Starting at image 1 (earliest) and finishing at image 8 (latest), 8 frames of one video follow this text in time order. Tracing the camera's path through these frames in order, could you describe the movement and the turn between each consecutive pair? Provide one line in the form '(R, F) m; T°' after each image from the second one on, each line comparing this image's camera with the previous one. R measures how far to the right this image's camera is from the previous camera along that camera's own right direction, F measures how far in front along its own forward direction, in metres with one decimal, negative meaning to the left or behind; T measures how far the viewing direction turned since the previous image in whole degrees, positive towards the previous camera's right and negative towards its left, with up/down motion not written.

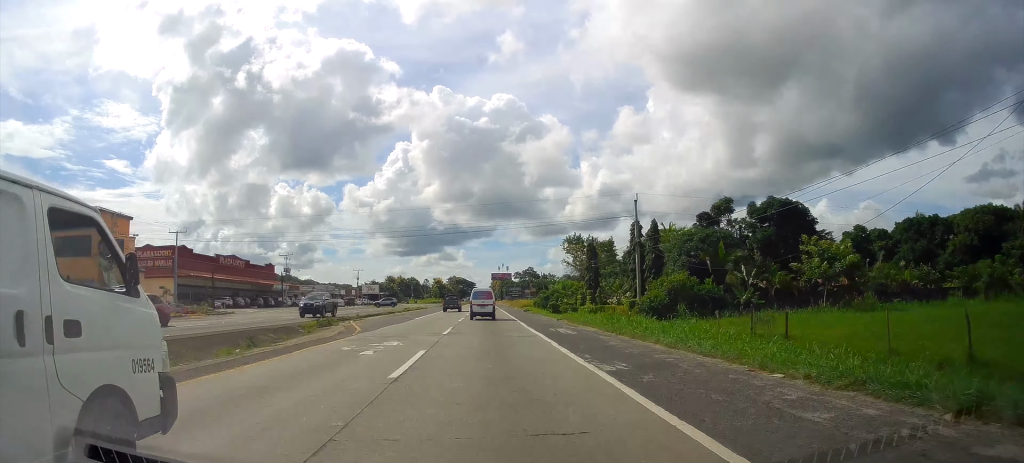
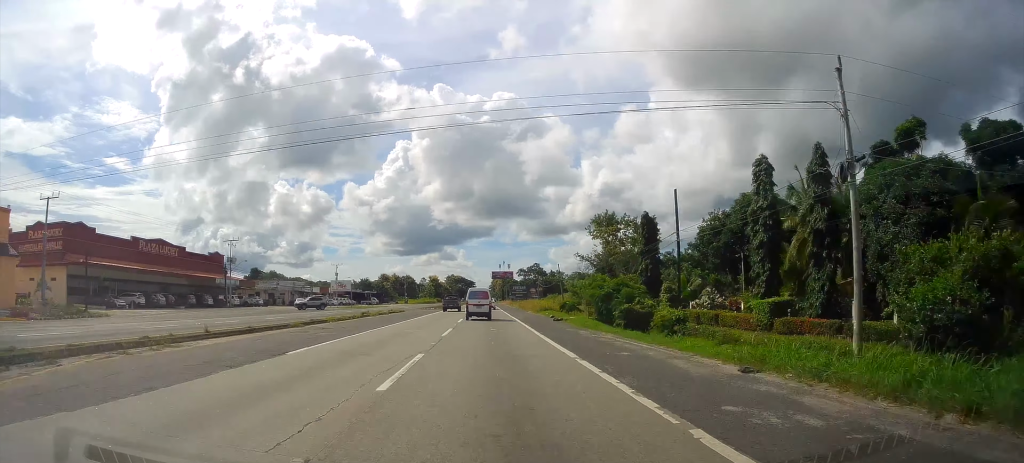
(+0.1, +25.7) m; 0°
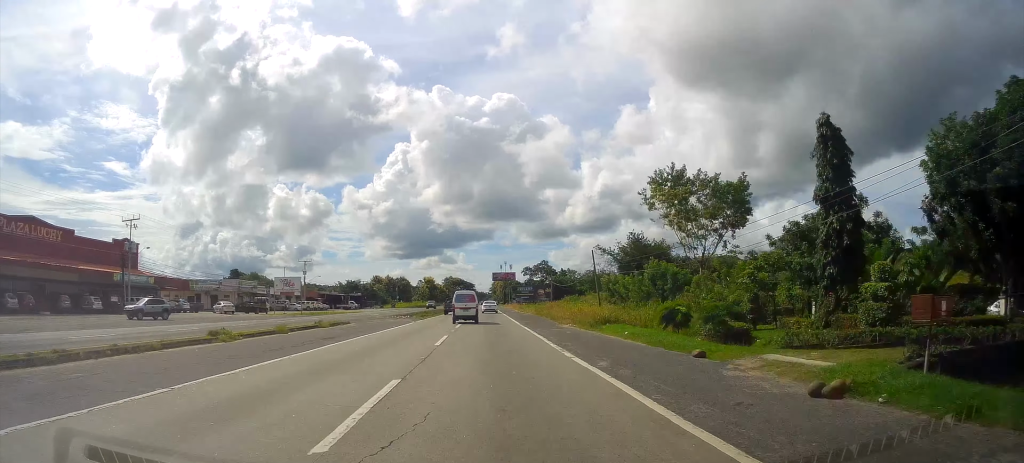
(0.0, +27.6) m; 0°
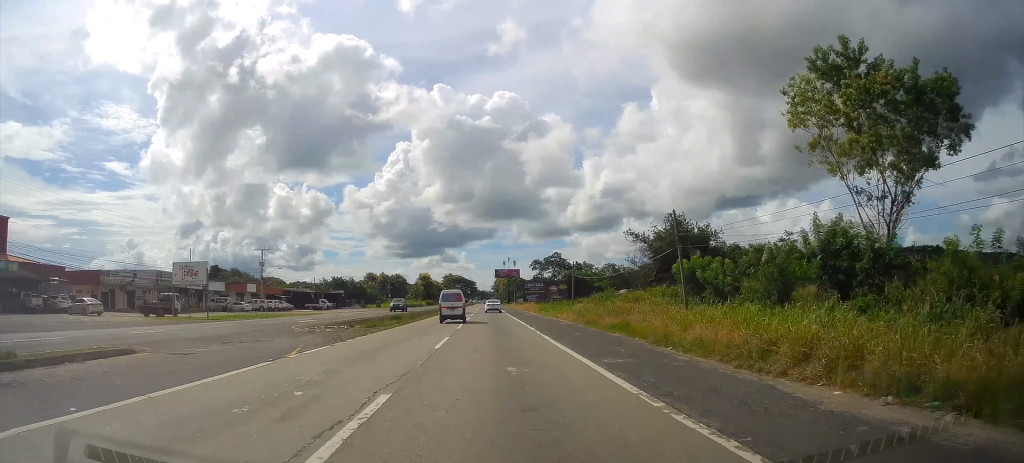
(0.0, +26.1) m; 0°
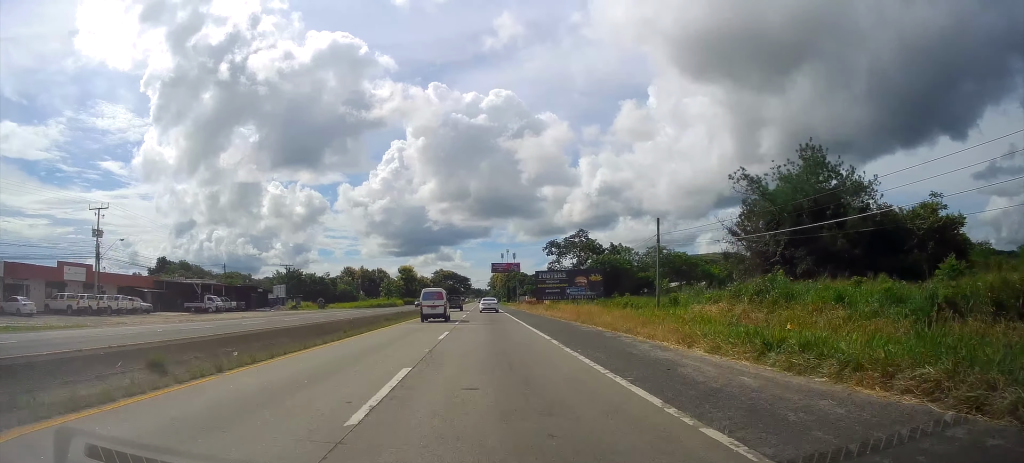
(+0.3, +45.8) m; 0°
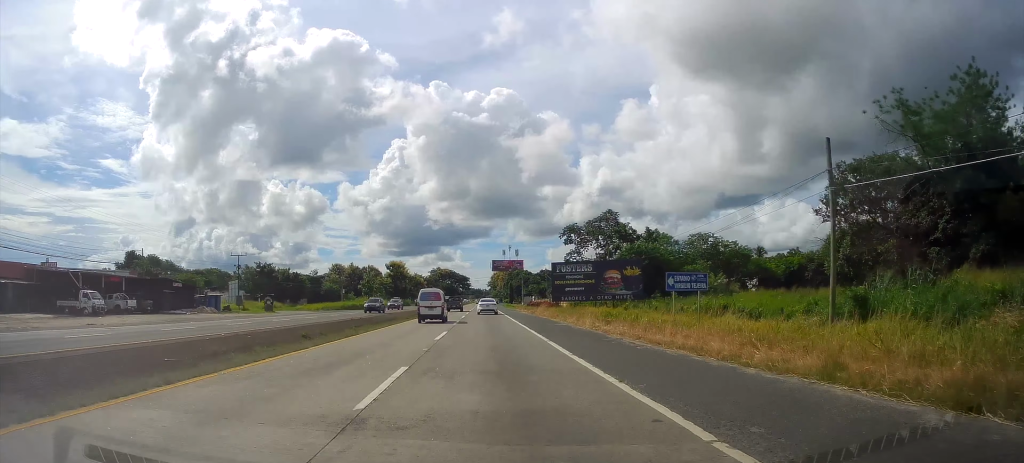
(+0.2, +23.2) m; 0°
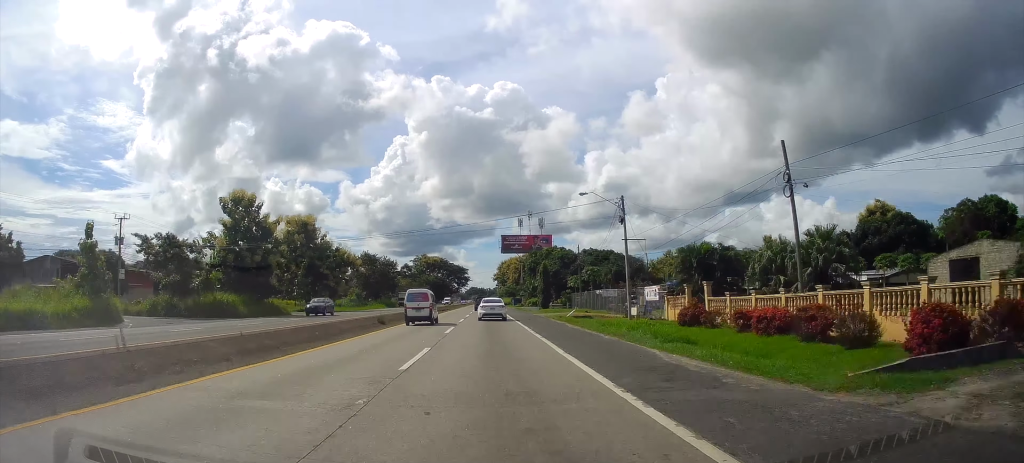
(-0.2, +105.1) m; 0°
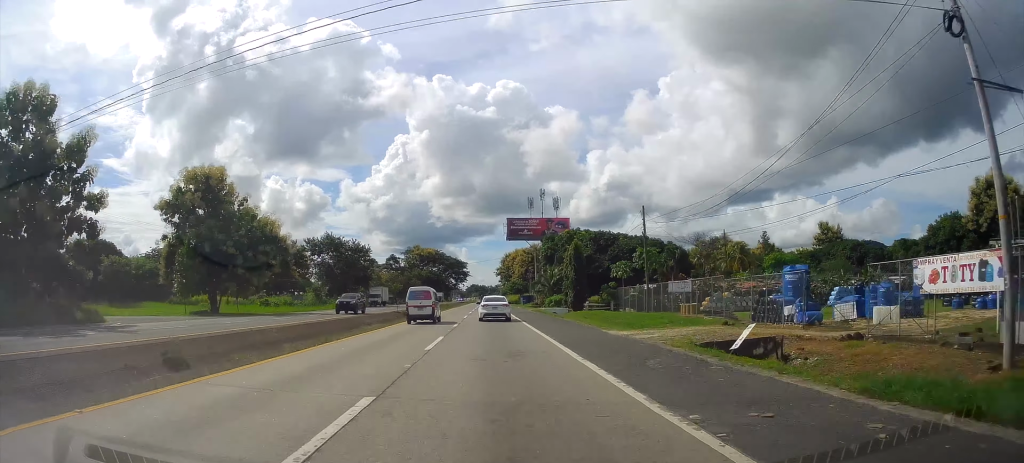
(-0.5, +33.2) m; -1°
